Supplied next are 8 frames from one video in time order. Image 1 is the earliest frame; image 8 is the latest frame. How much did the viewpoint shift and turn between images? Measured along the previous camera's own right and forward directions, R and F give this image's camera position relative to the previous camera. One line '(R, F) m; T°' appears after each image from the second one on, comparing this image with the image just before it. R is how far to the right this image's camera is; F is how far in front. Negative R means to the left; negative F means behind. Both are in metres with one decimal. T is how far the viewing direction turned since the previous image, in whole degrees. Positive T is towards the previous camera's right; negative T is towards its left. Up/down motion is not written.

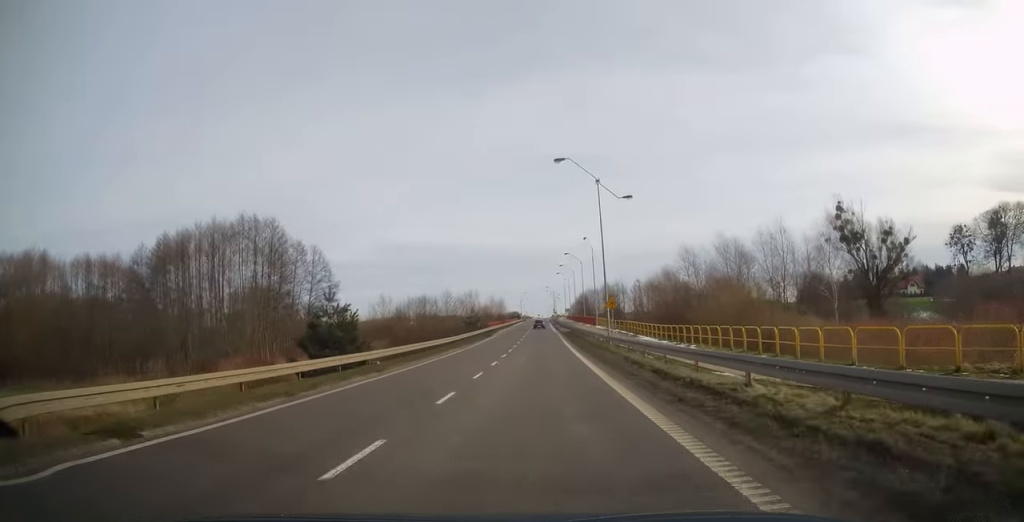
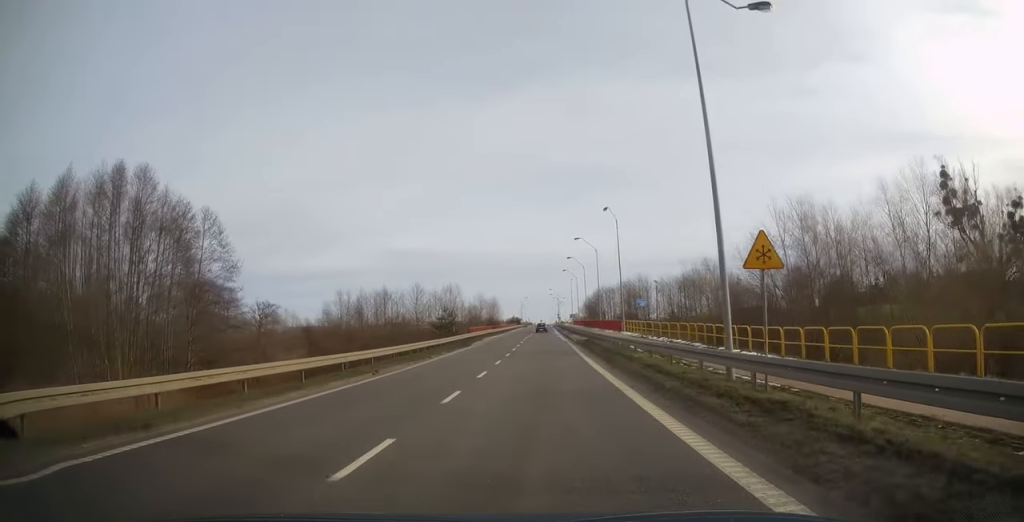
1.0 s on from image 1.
(-0.2, +23.6) m; -1°
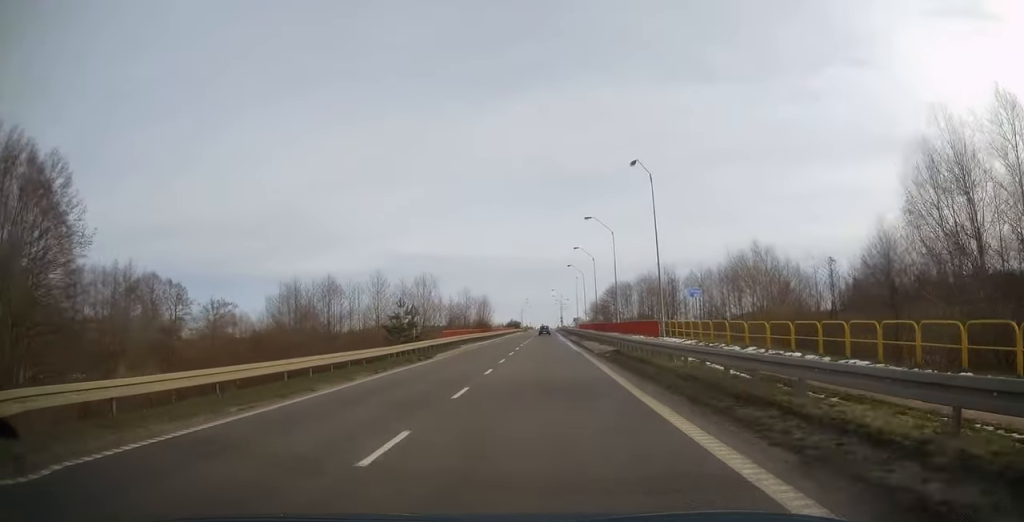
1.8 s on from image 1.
(0.0, +17.1) m; 0°
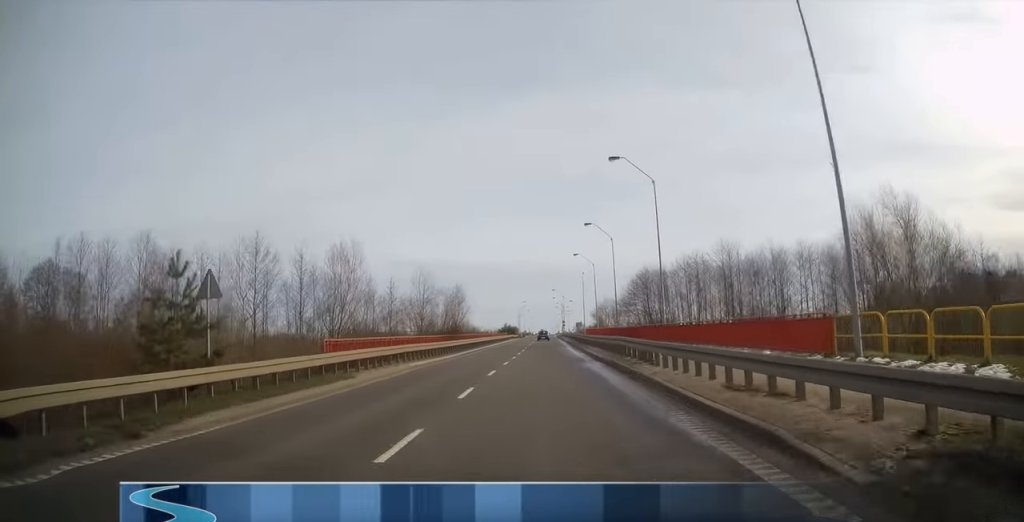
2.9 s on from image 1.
(0.0, +23.5) m; 0°
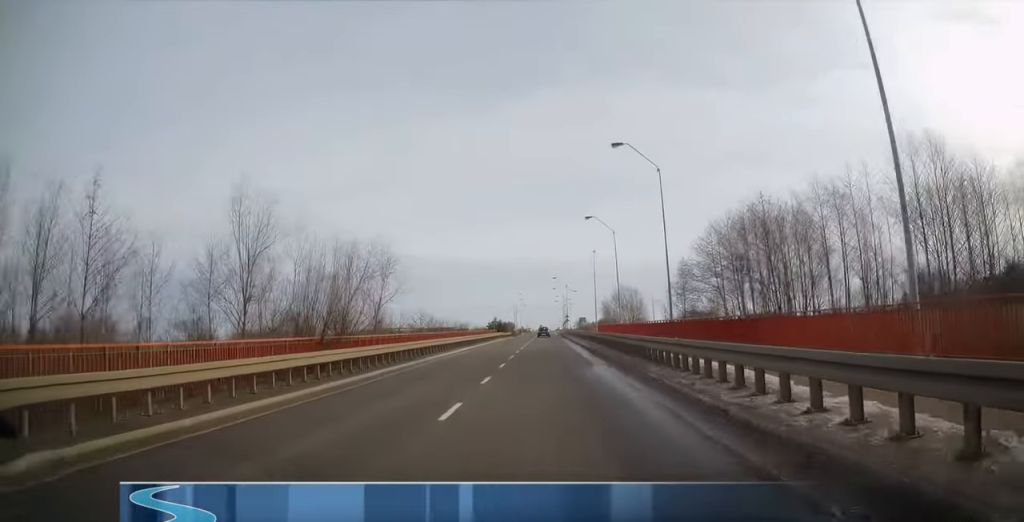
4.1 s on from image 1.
(0.0, +27.1) m; 0°
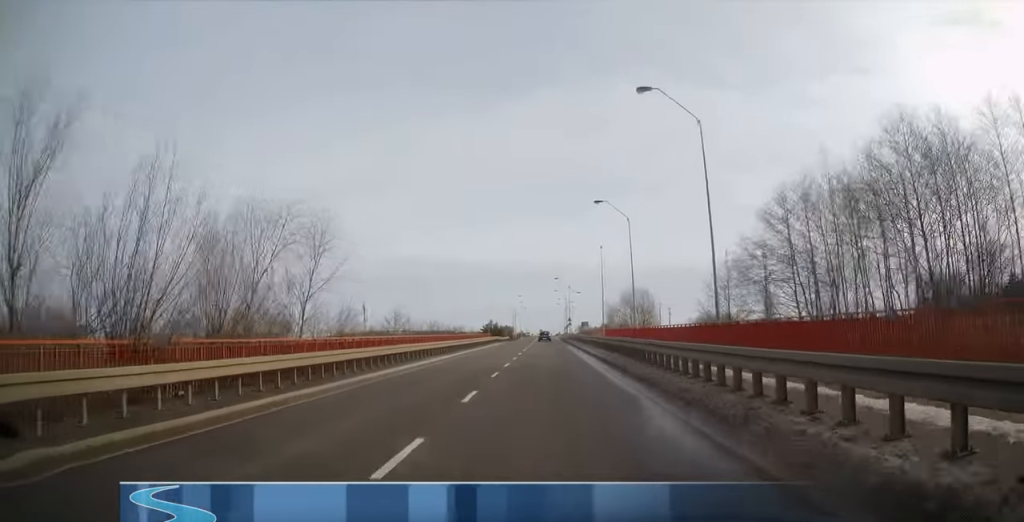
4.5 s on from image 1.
(0.0, +9.7) m; 0°
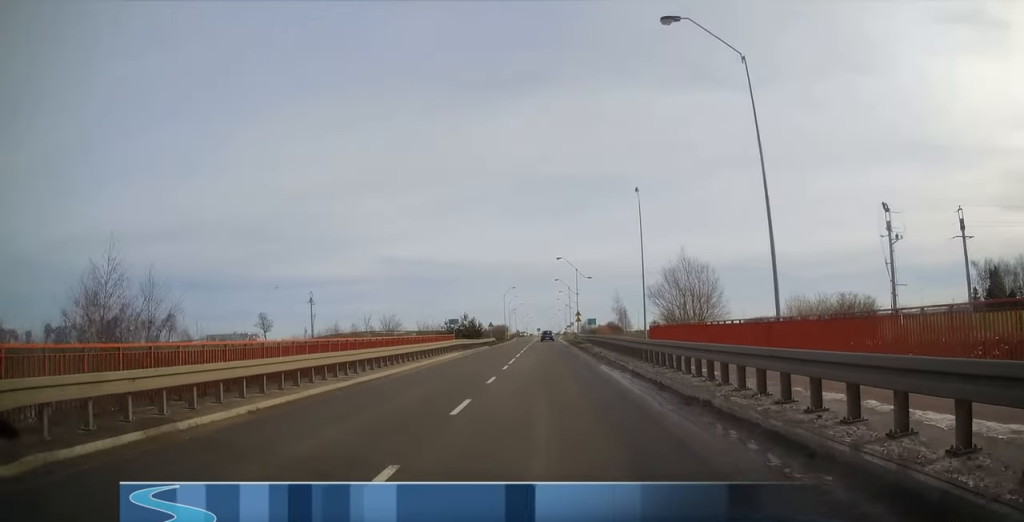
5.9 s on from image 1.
(0.0, +31.9) m; 0°
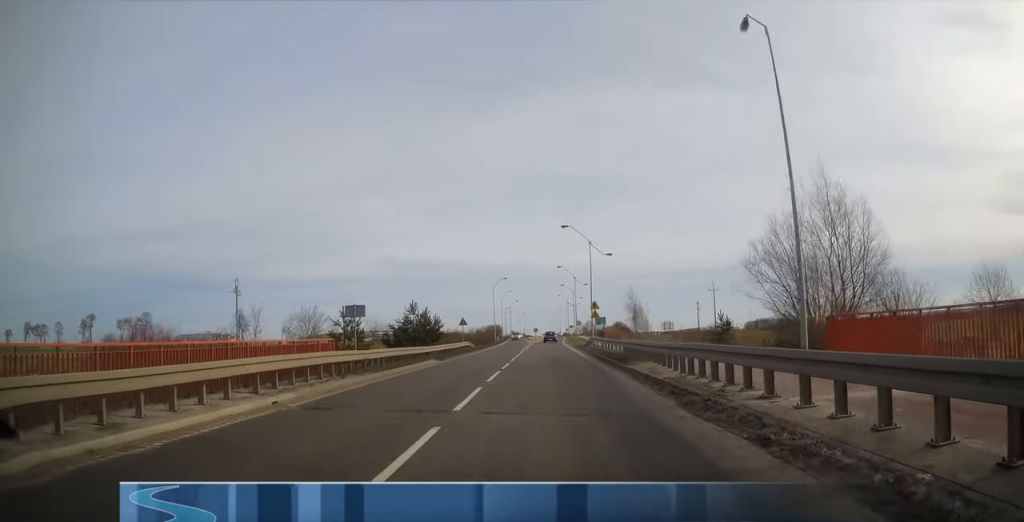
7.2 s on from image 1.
(0.0, +28.5) m; -1°
